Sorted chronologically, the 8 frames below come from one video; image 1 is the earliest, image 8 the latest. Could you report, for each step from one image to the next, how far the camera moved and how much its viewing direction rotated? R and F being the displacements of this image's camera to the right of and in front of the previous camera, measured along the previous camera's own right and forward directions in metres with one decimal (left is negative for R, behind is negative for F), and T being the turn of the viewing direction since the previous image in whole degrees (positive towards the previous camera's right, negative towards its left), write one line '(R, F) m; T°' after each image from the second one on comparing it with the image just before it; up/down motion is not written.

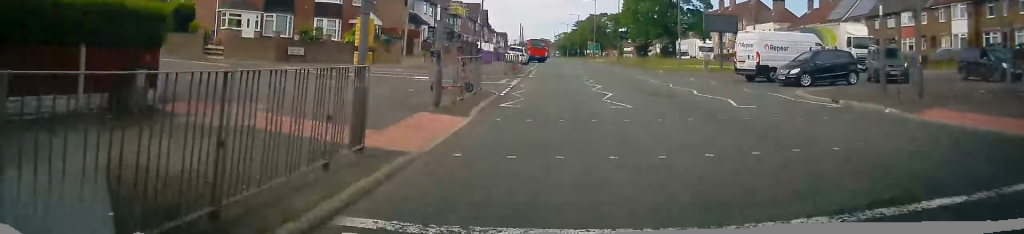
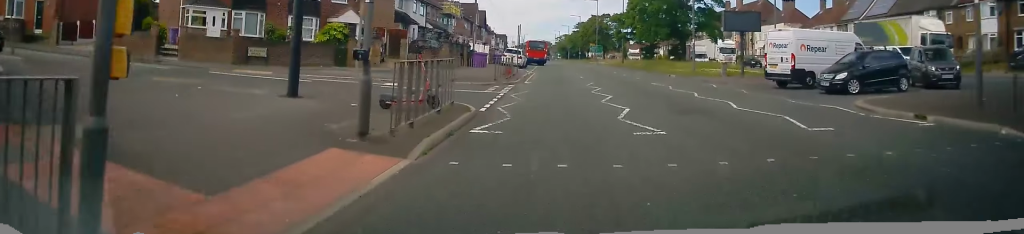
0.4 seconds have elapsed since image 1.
(-0.1, +4.4) m; 0°
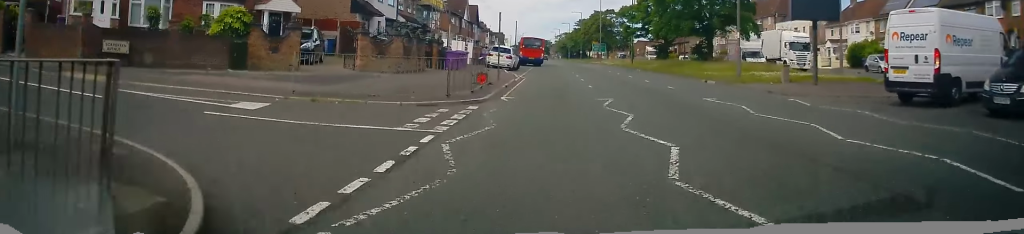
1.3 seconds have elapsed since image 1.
(+0.2, +10.3) m; +1°
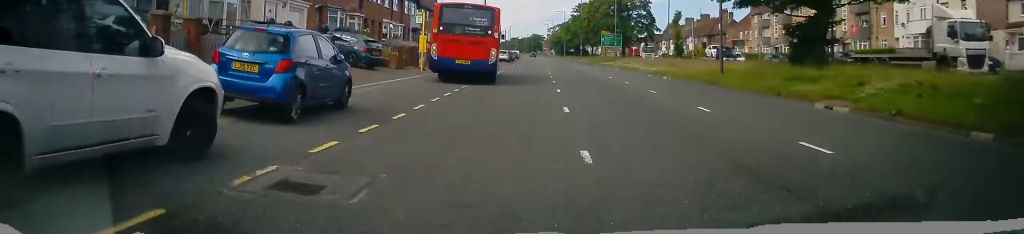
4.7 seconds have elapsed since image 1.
(-1.0, +39.8) m; -2°
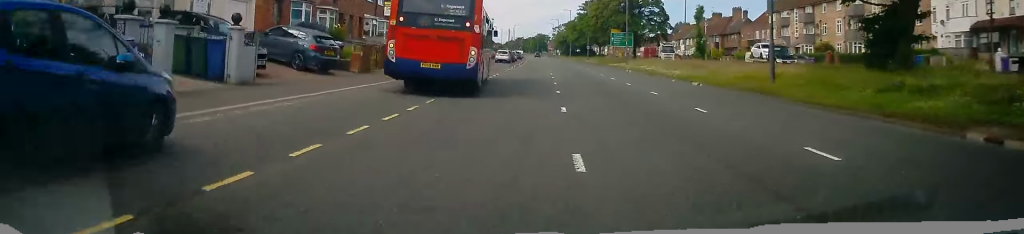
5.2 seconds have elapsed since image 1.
(+0.2, +6.3) m; +1°
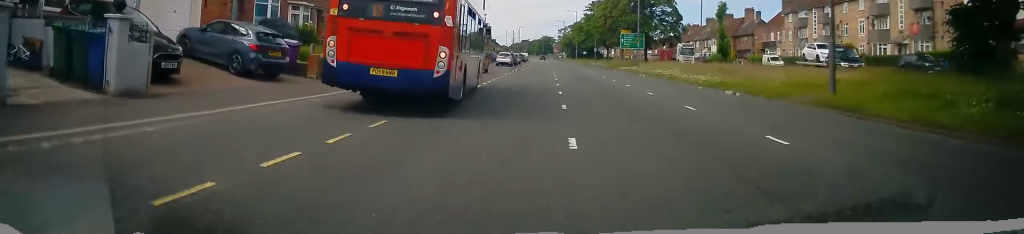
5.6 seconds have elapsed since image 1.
(0.0, +4.7) m; 0°
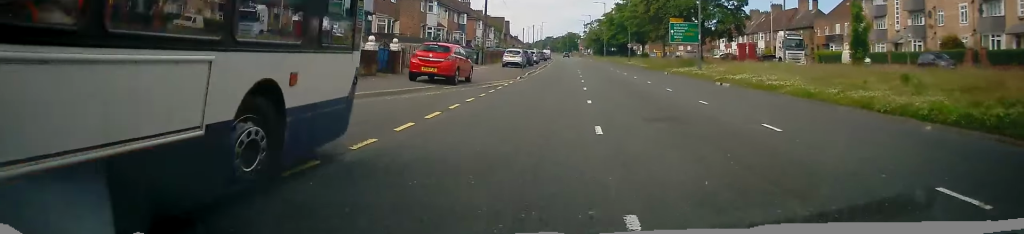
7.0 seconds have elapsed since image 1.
(-0.4, +16.2) m; -3°
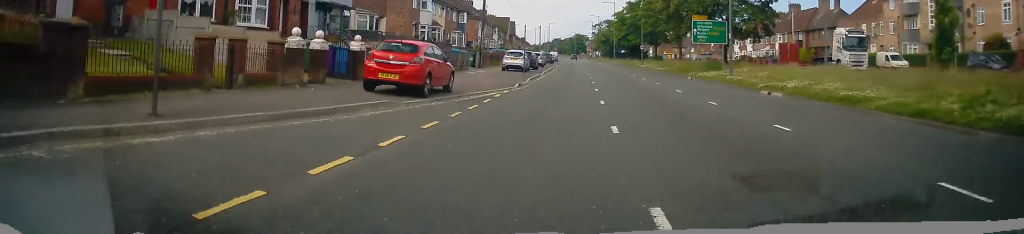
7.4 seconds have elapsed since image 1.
(-0.1, +5.5) m; -1°
